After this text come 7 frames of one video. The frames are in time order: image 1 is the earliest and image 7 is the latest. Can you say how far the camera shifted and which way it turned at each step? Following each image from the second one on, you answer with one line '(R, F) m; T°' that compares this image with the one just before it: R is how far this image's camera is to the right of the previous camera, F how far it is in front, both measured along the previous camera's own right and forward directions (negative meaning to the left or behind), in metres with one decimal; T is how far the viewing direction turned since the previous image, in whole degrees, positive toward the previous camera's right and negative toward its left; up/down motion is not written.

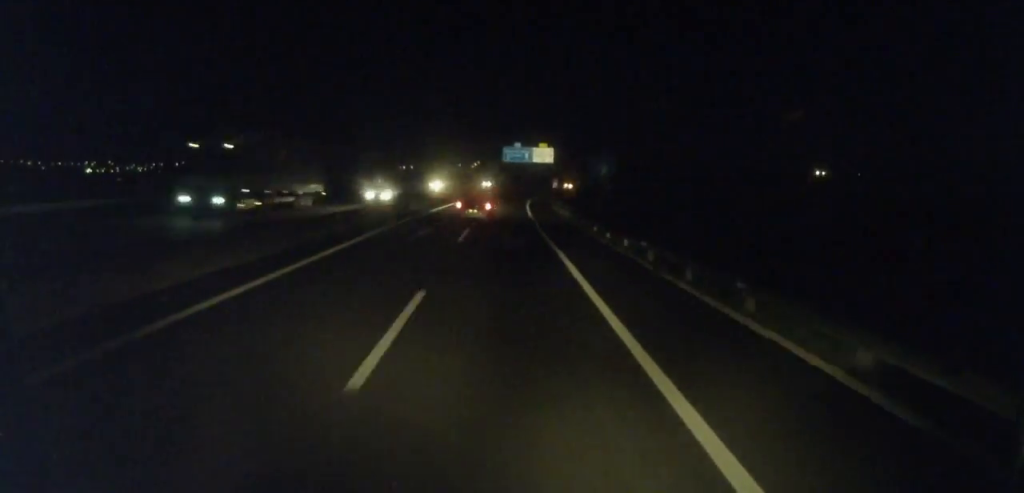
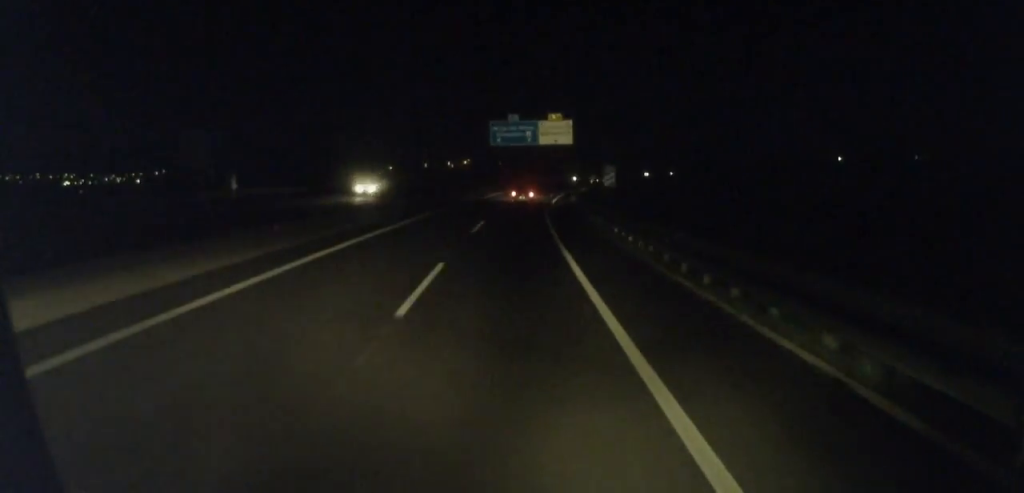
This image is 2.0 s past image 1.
(-0.2, +46.2) m; +2°
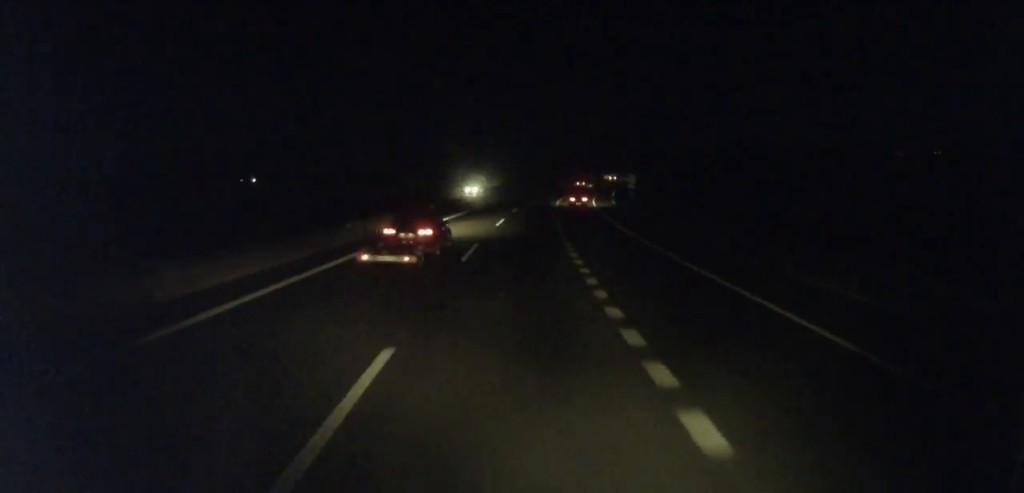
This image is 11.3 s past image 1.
(+19.5, +208.9) m; +13°
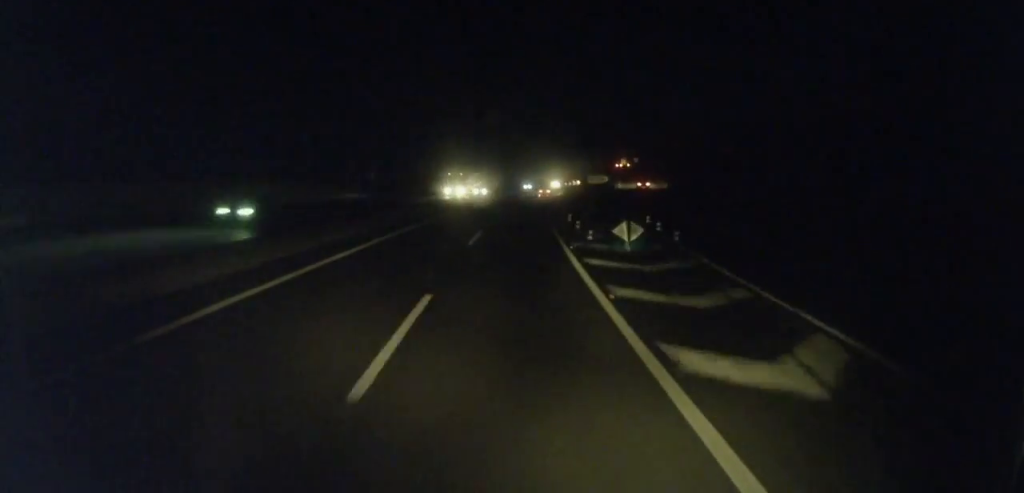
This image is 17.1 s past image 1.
(+13.7, +128.8) m; +11°
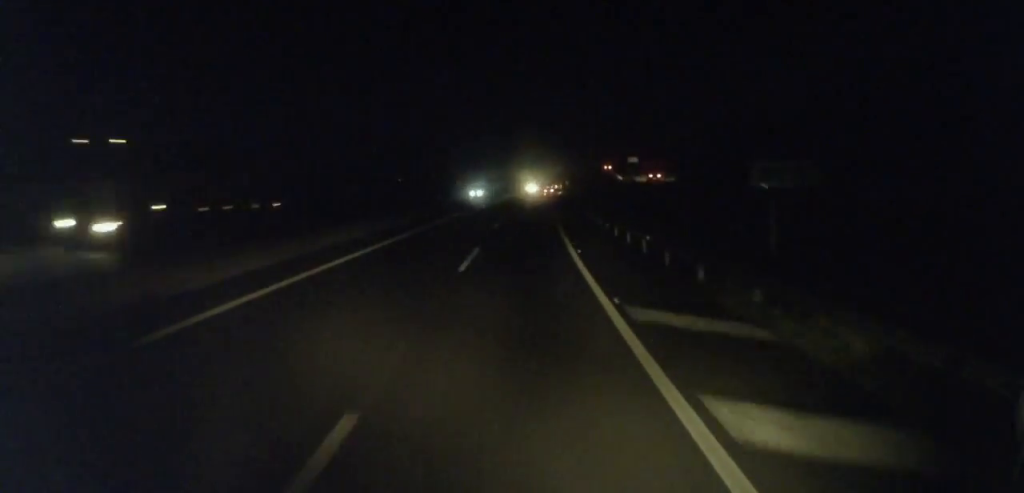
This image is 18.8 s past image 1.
(+0.2, +39.8) m; +3°
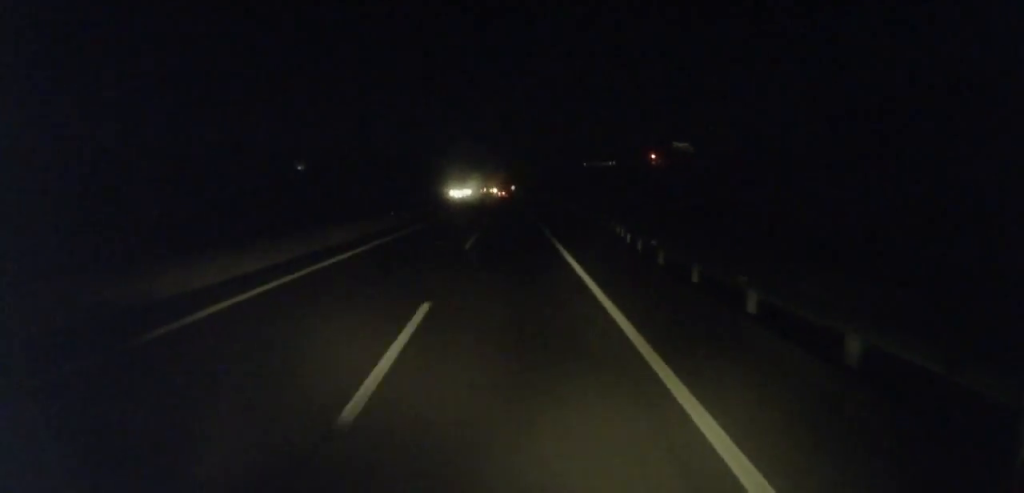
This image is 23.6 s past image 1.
(+6.9, +112.3) m; +5°
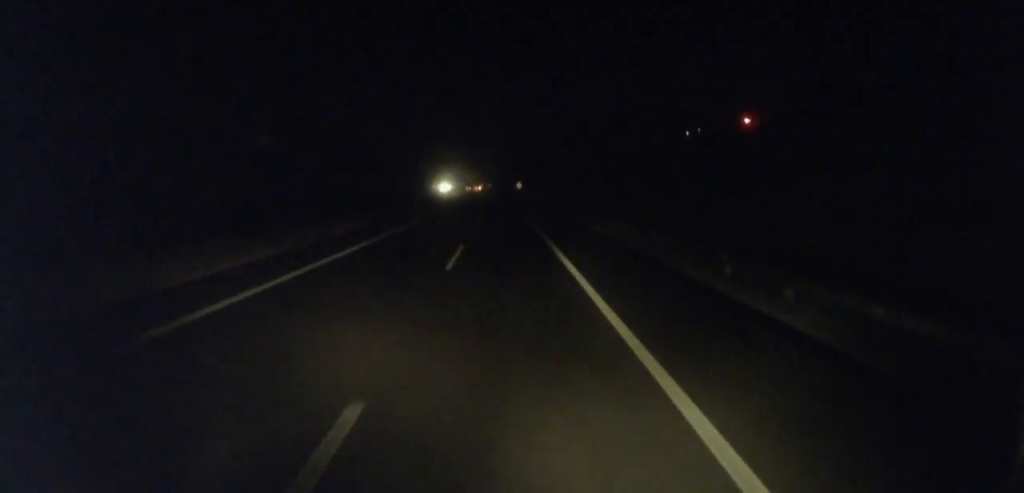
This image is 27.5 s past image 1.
(+2.6, +91.8) m; +1°
